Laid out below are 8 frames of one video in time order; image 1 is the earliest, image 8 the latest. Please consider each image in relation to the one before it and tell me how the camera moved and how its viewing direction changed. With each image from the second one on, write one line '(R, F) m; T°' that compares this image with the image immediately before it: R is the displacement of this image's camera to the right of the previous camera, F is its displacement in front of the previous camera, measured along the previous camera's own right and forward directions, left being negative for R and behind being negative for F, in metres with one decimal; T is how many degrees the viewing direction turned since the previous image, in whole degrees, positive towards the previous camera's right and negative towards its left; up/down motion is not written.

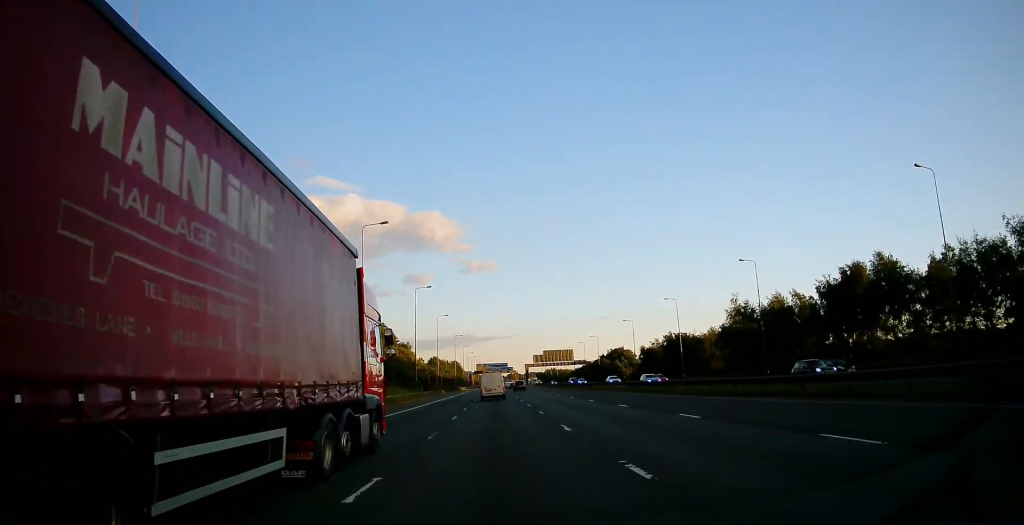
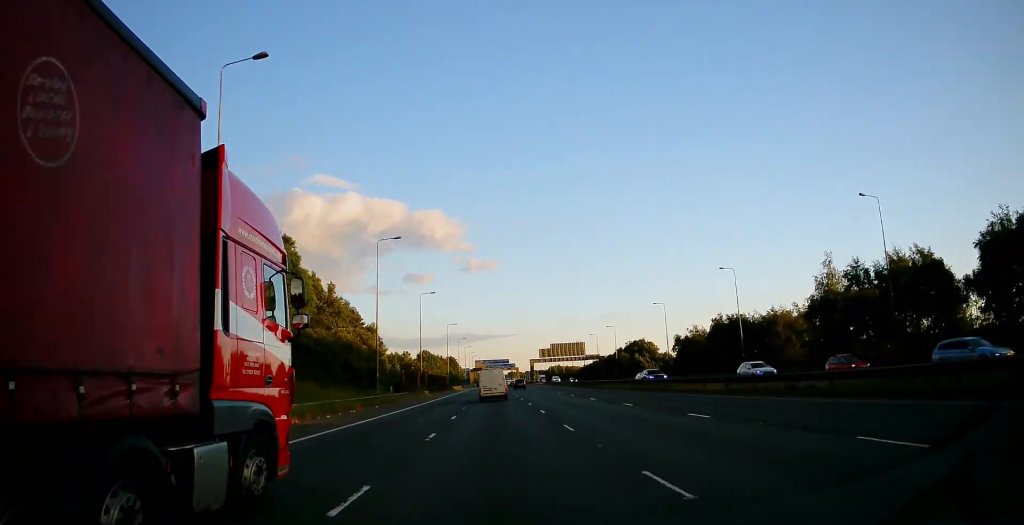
(+0.3, +28.2) m; 0°
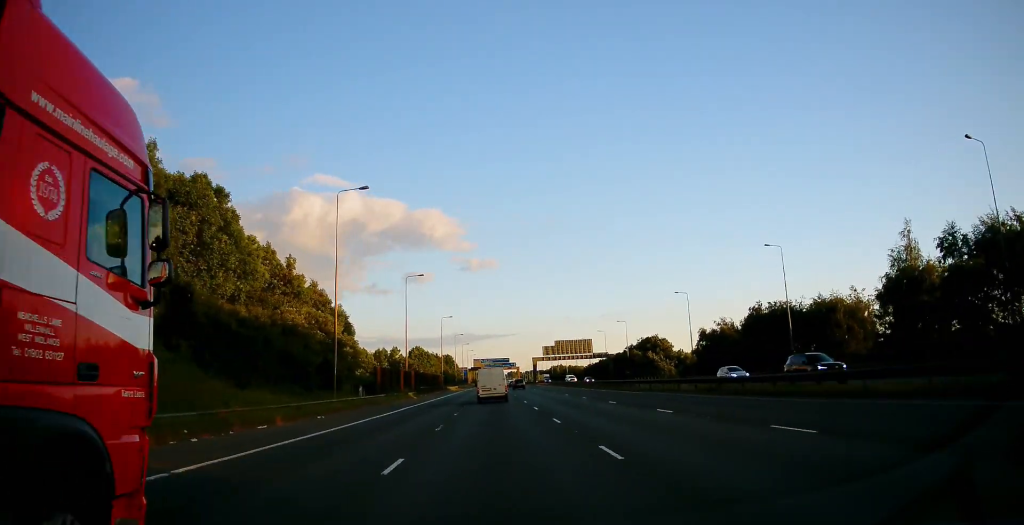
(+0.1, +14.3) m; 0°
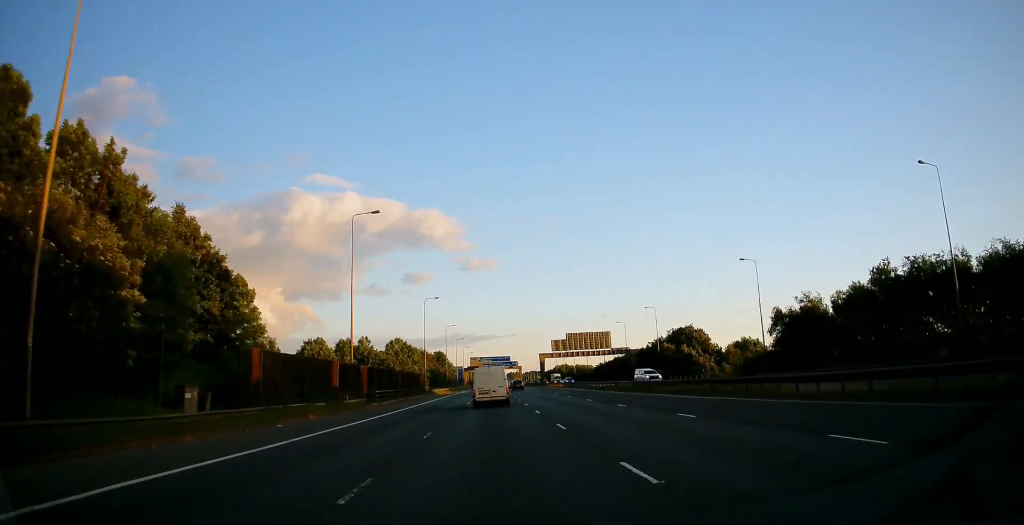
(-0.3, +29.4) m; -1°
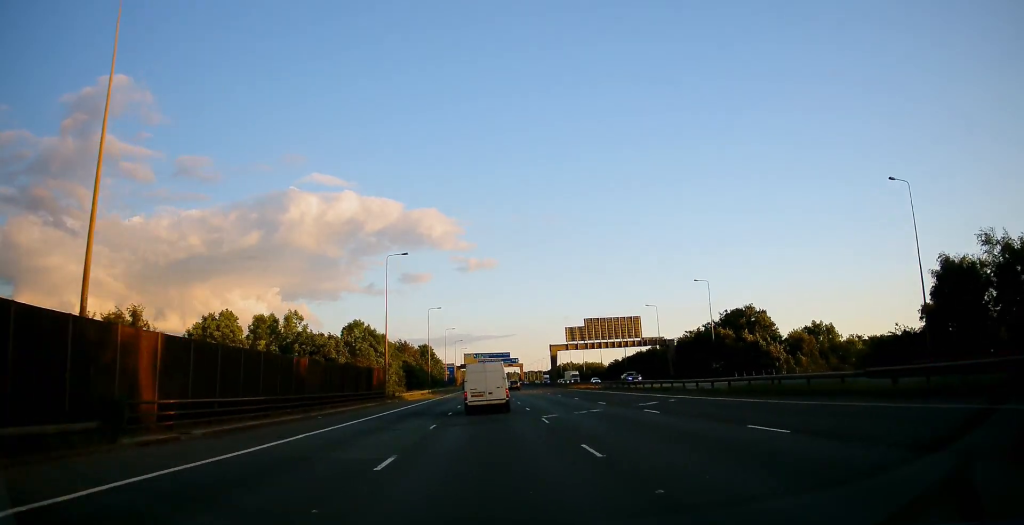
(+0.1, +32.5) m; 0°
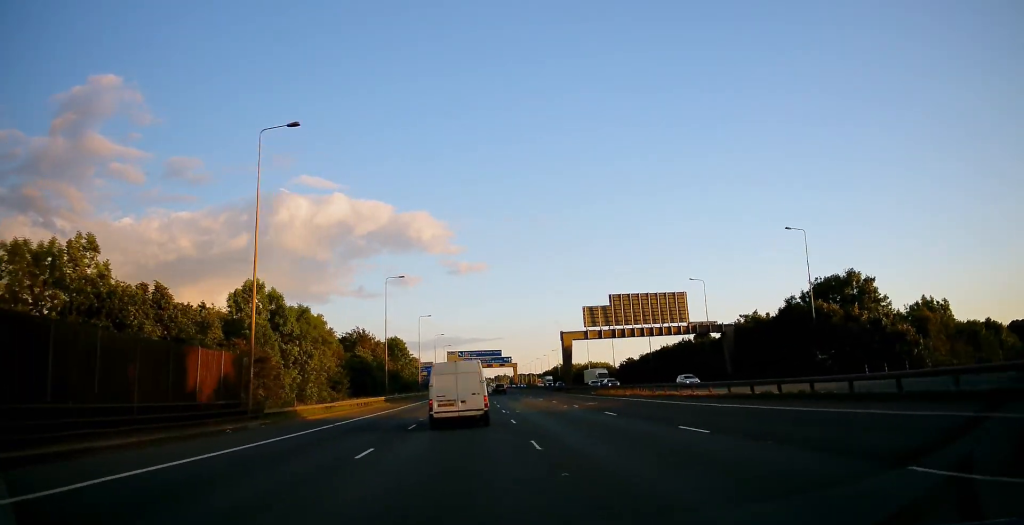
(+0.2, +33.7) m; +1°
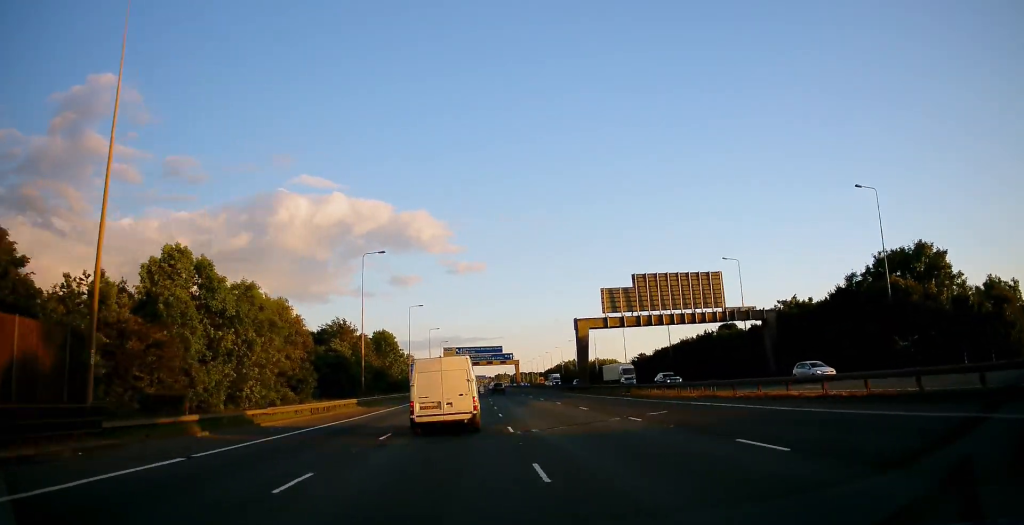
(+0.2, +13.1) m; 0°
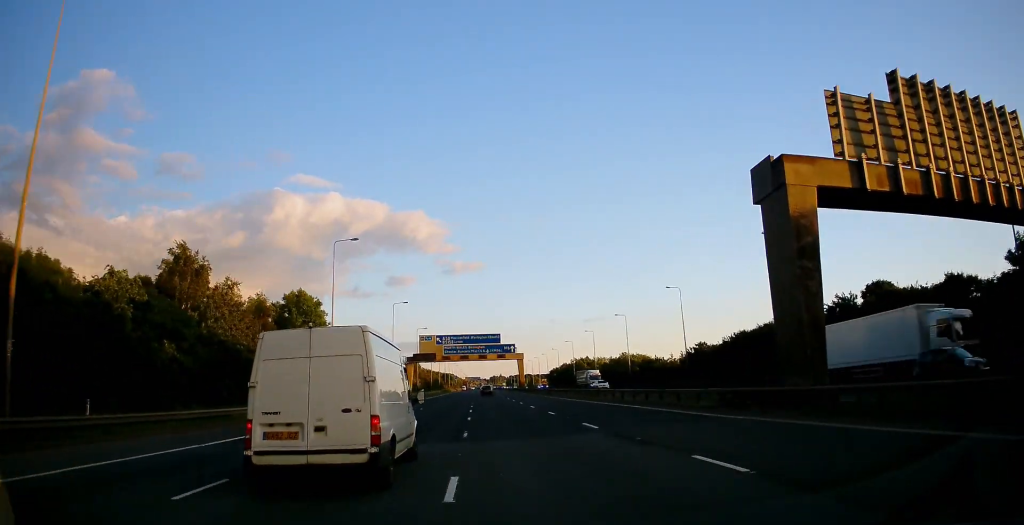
(0.0, +45.6) m; 0°
